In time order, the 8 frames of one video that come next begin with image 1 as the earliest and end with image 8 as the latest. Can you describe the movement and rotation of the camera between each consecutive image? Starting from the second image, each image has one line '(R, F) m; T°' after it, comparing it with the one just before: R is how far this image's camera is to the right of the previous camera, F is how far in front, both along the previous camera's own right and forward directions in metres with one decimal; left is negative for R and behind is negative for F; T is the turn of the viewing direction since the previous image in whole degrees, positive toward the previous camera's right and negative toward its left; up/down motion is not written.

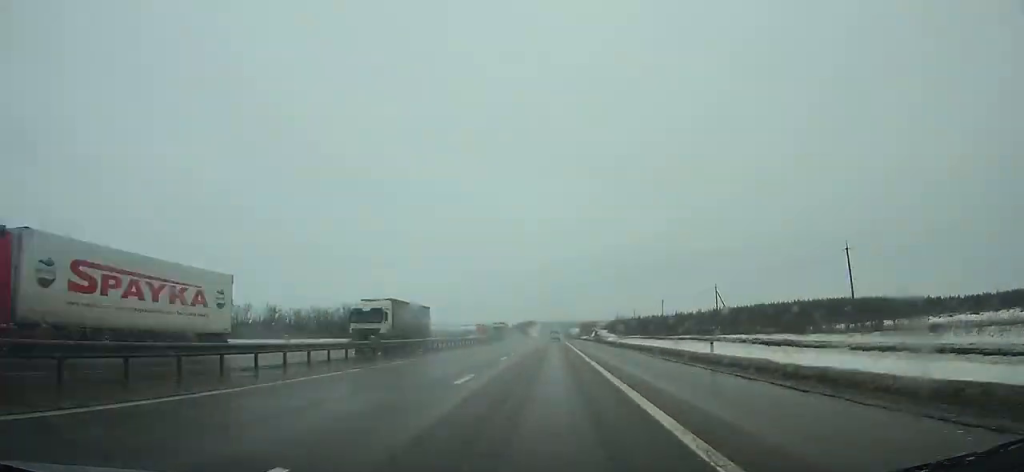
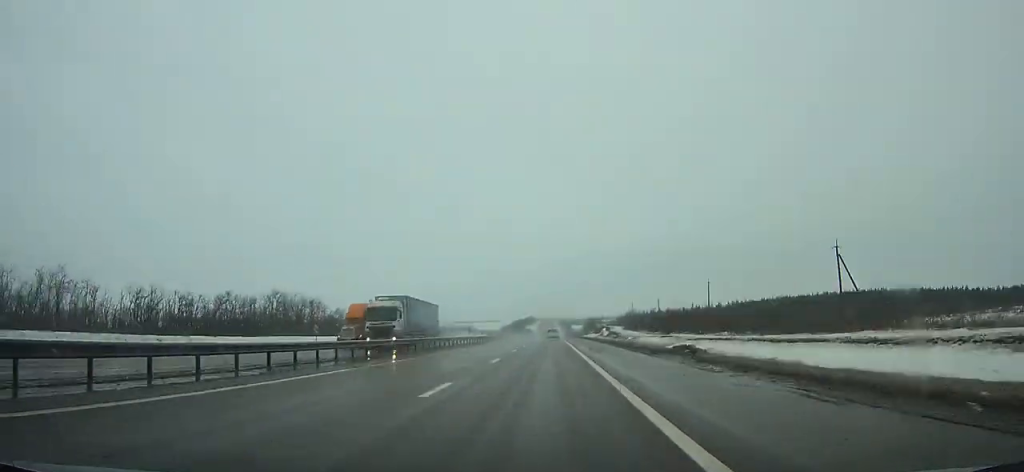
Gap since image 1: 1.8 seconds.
(0.0, +51.1) m; 0°
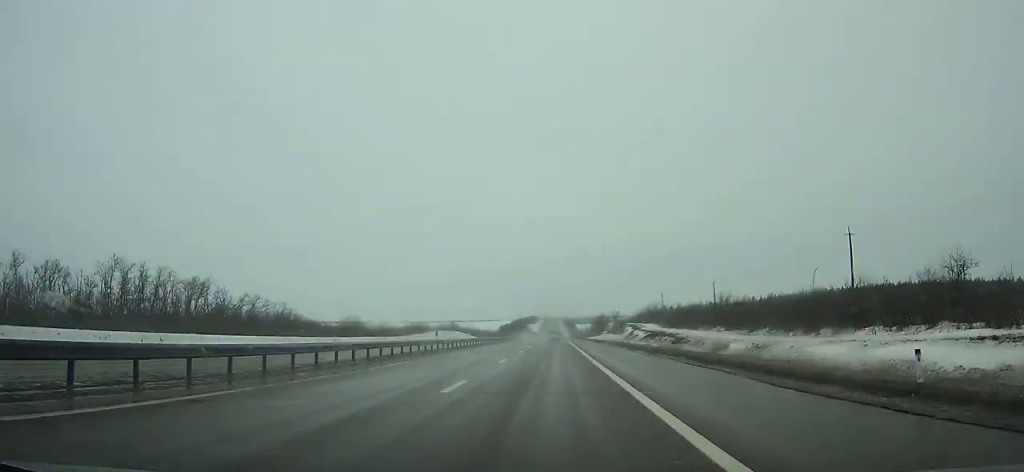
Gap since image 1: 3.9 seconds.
(-0.1, +59.6) m; 0°
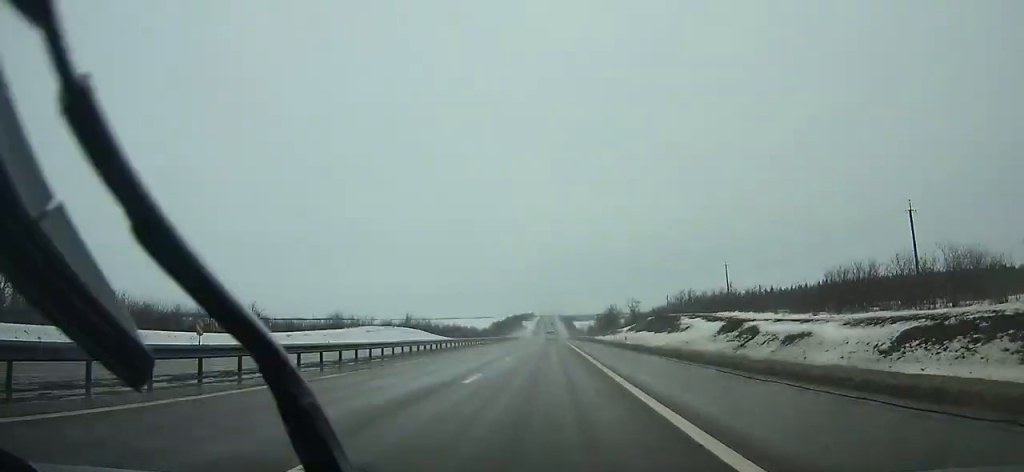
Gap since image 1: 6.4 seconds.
(0.0, +70.7) m; 0°
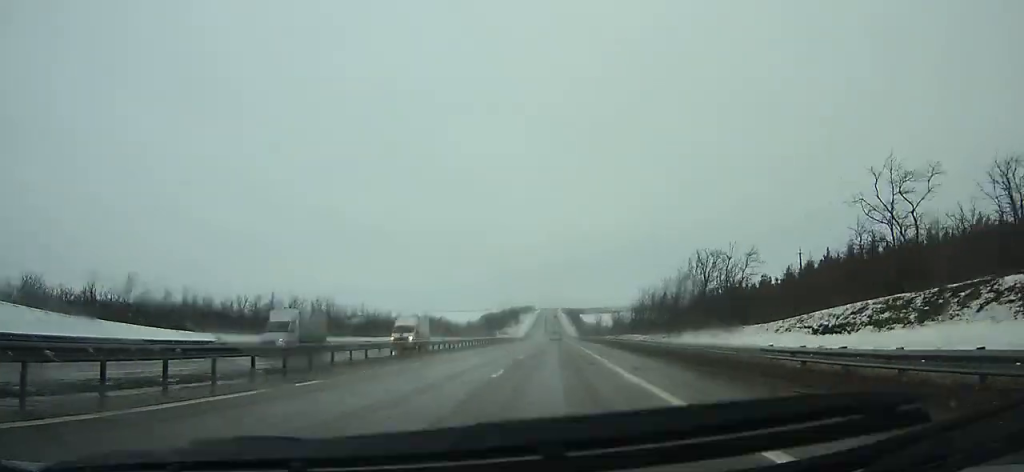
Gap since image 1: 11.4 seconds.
(-0.3, +140.3) m; 0°
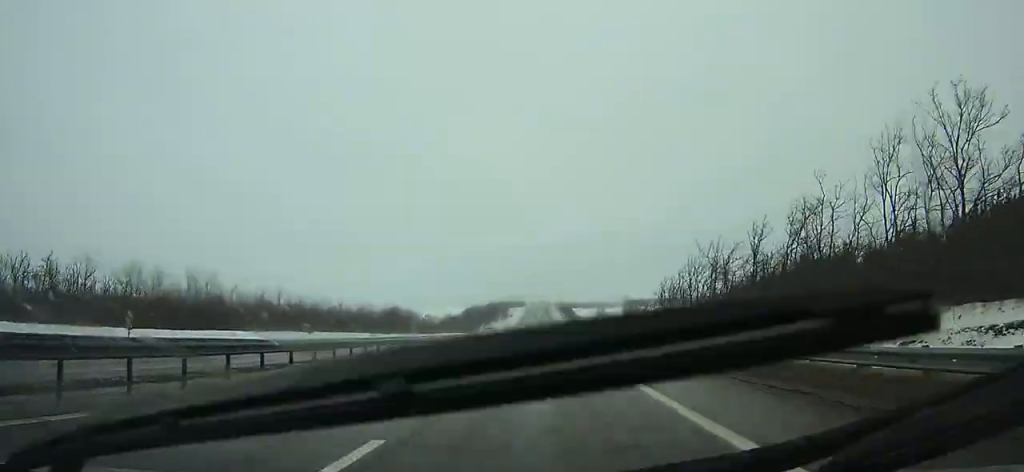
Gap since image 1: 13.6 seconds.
(+0.1, +61.3) m; 0°
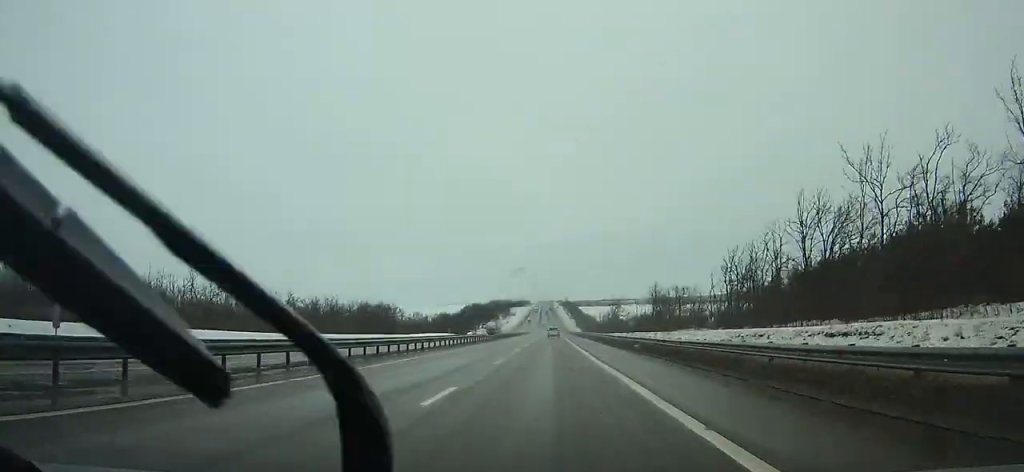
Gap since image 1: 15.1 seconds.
(+0.1, +41.4) m; 0°
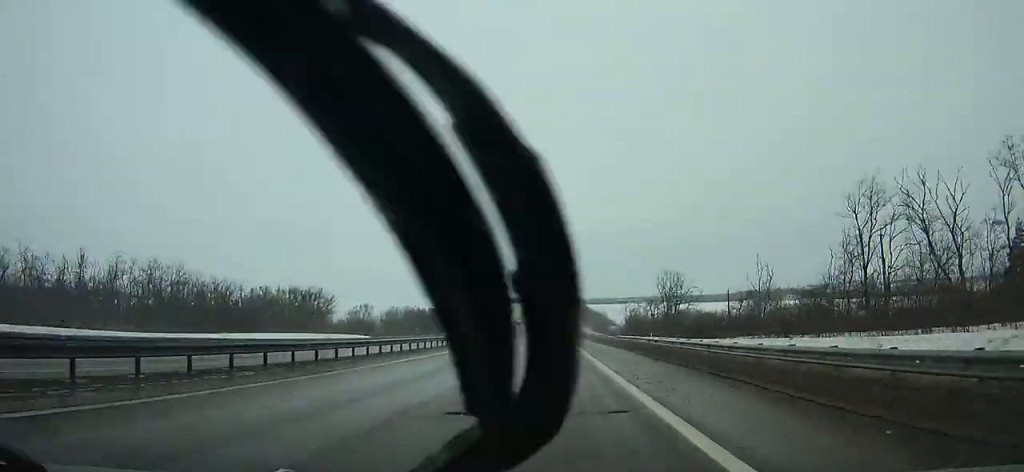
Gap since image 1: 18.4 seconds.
(+0.1, +90.7) m; 0°
